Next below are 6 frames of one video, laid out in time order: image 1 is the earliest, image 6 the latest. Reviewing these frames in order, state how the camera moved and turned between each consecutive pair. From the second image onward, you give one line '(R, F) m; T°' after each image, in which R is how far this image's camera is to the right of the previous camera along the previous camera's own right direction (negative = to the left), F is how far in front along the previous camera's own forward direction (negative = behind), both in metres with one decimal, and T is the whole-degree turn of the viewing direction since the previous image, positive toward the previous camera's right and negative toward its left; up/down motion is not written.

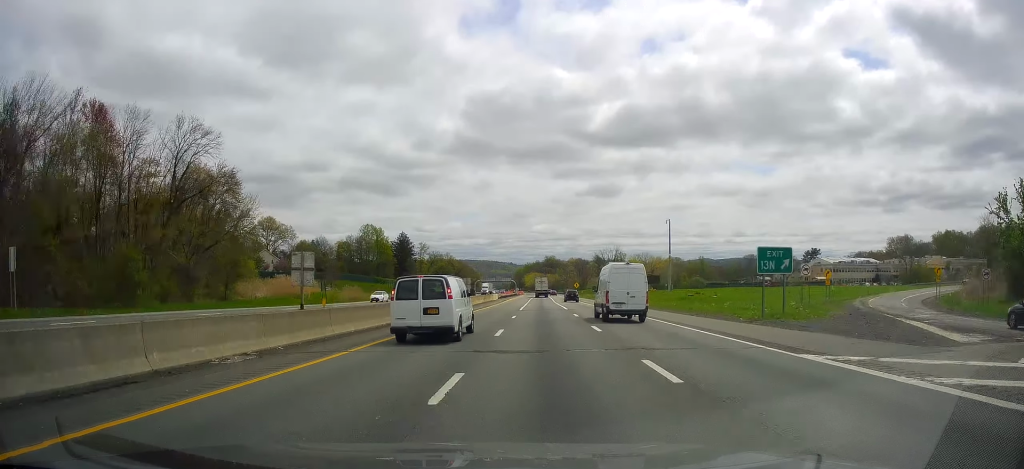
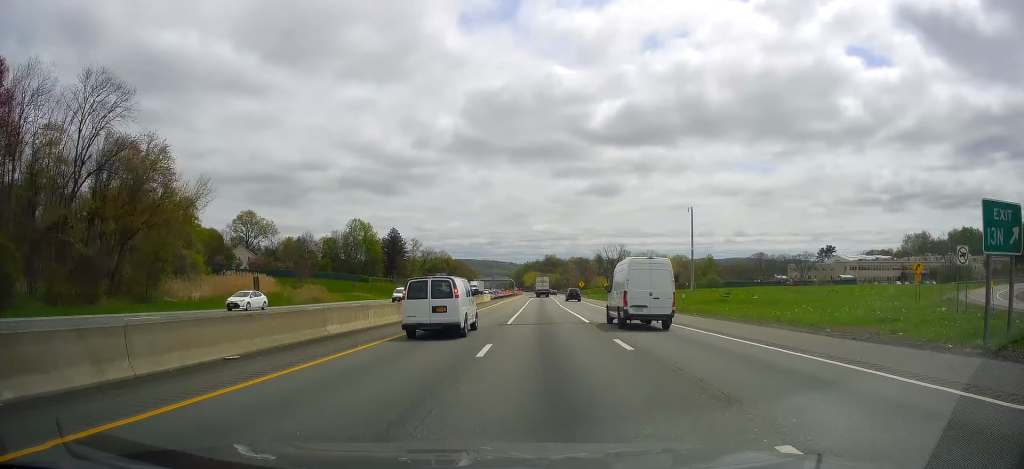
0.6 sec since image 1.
(+0.2, +19.1) m; 0°
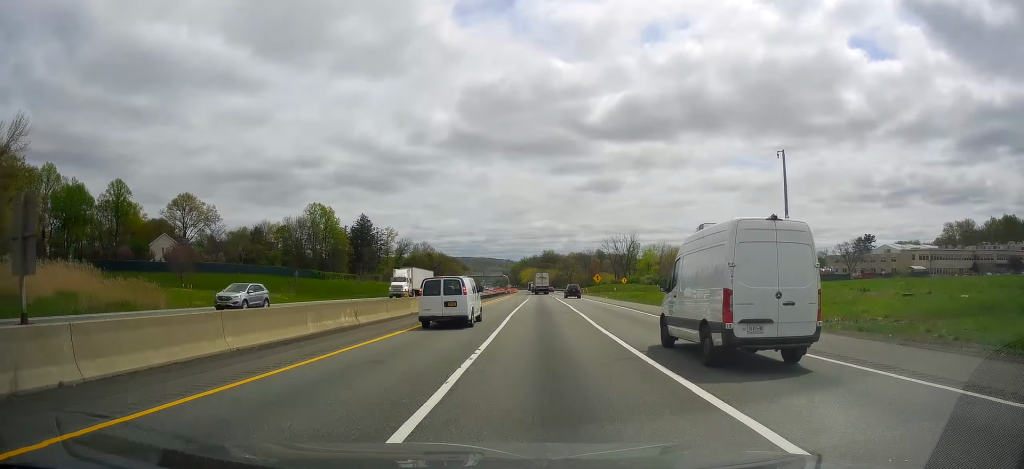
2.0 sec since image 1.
(-0.1, +44.3) m; -1°
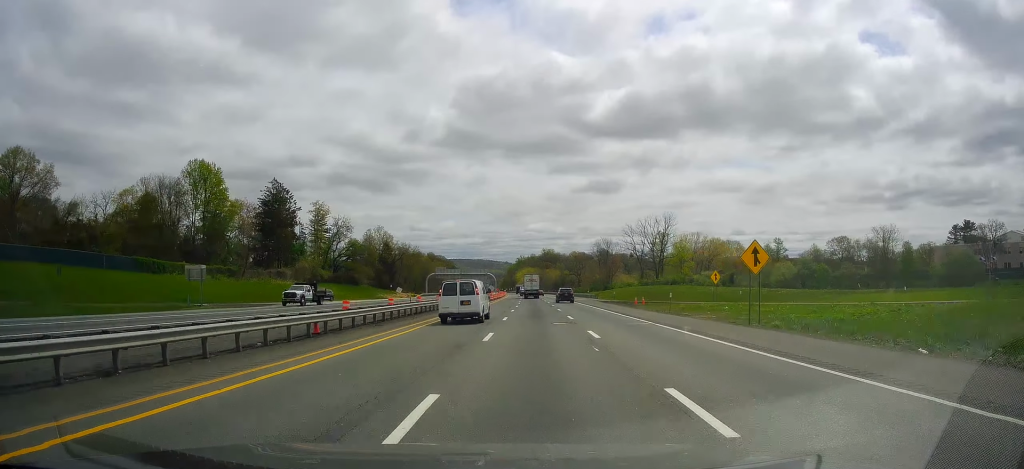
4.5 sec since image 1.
(+0.1, +77.9) m; +1°
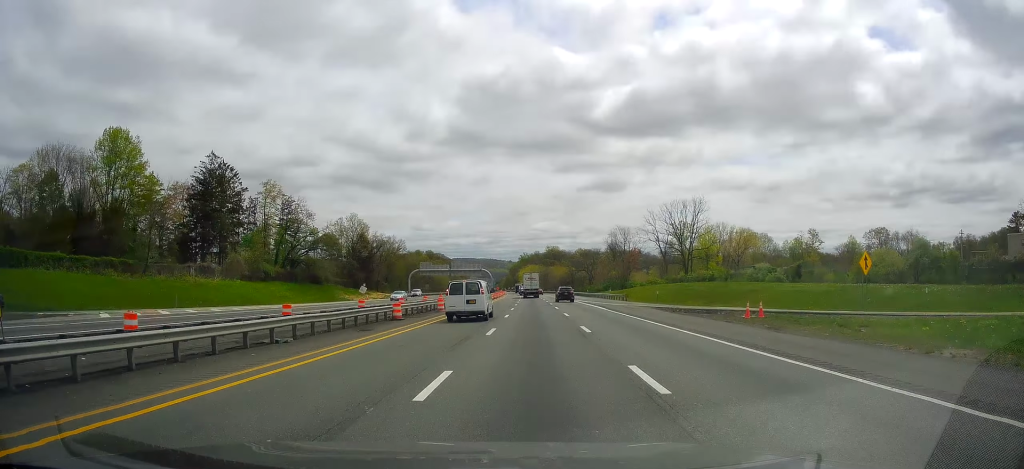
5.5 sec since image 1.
(+0.2, +33.7) m; 0°
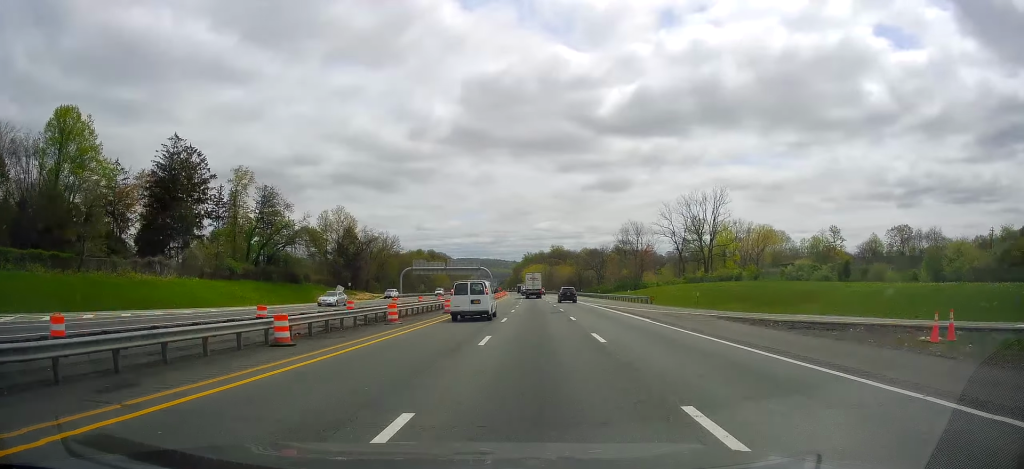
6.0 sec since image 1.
(-0.2, +15.8) m; 0°
